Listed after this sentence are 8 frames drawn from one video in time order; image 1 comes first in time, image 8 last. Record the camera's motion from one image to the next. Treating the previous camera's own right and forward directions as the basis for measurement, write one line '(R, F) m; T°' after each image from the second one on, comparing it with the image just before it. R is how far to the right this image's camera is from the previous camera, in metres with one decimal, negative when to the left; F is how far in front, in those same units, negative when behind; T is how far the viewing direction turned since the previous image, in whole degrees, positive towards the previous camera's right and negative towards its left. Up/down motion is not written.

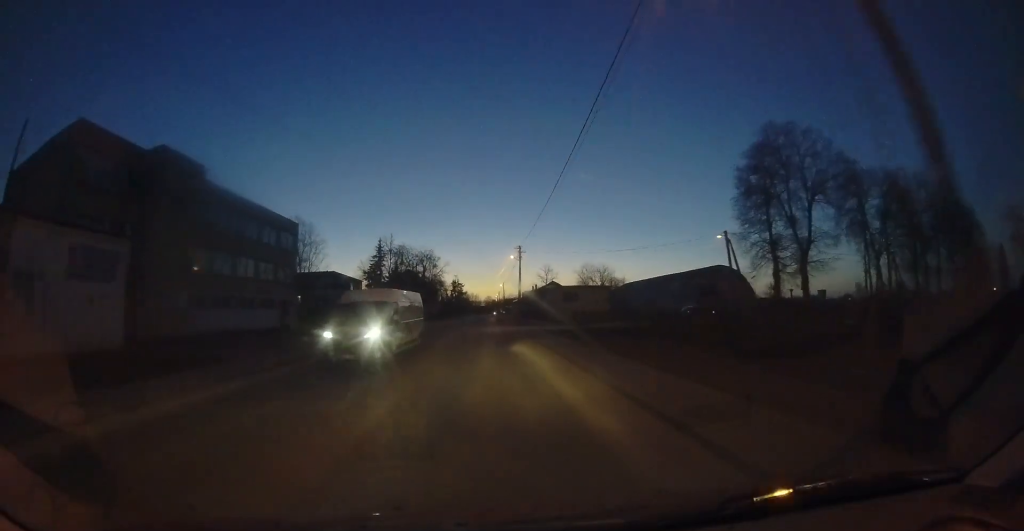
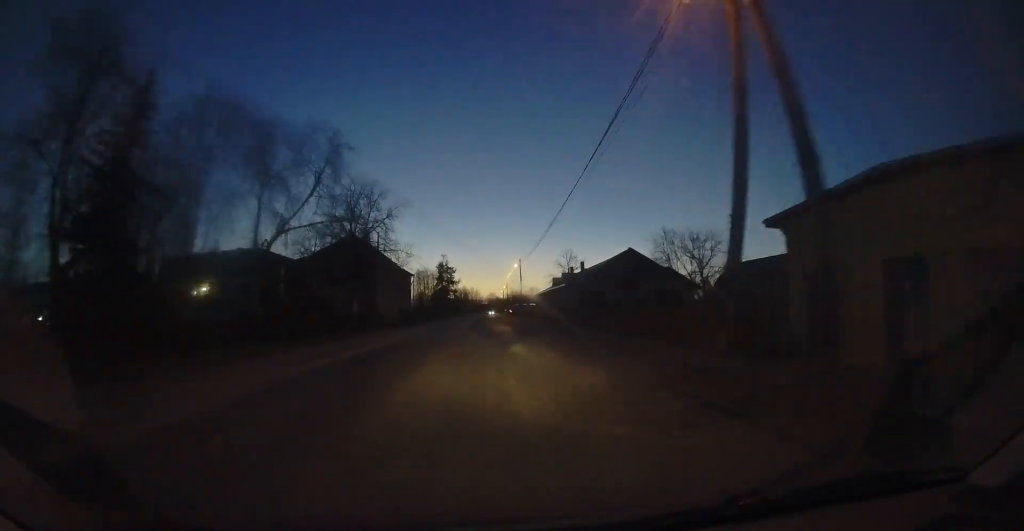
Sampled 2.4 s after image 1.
(-0.1, +36.1) m; -1°
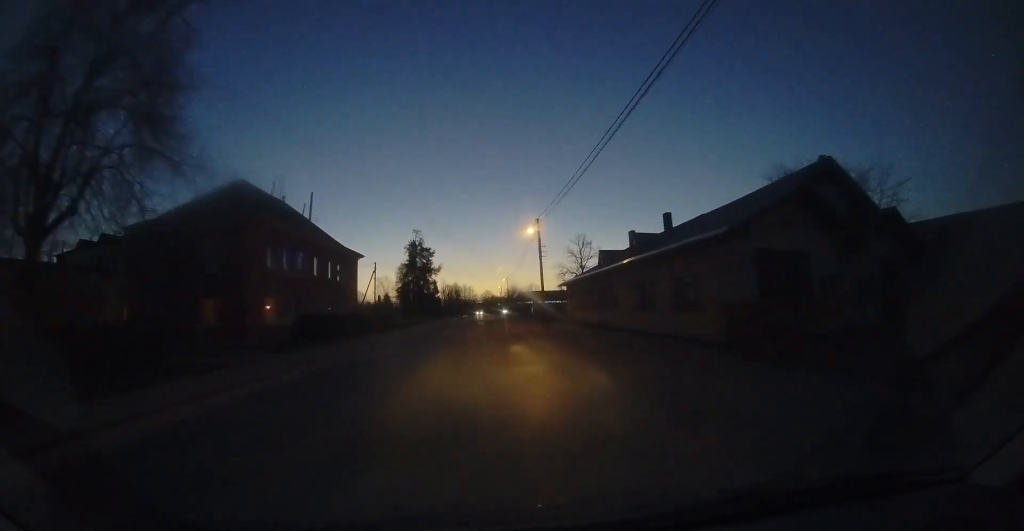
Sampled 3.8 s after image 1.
(0.0, +22.2) m; -1°
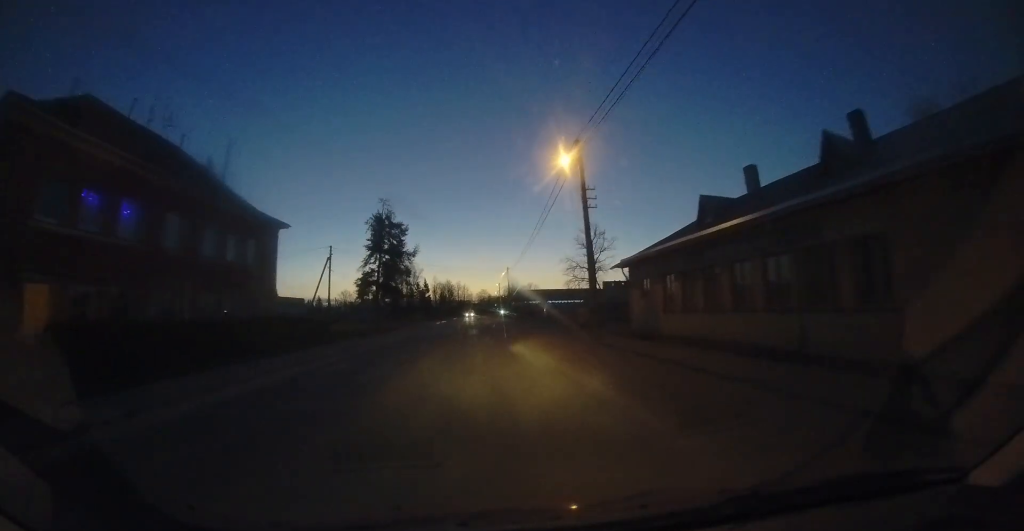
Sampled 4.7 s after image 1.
(-0.4, +14.0) m; +1°
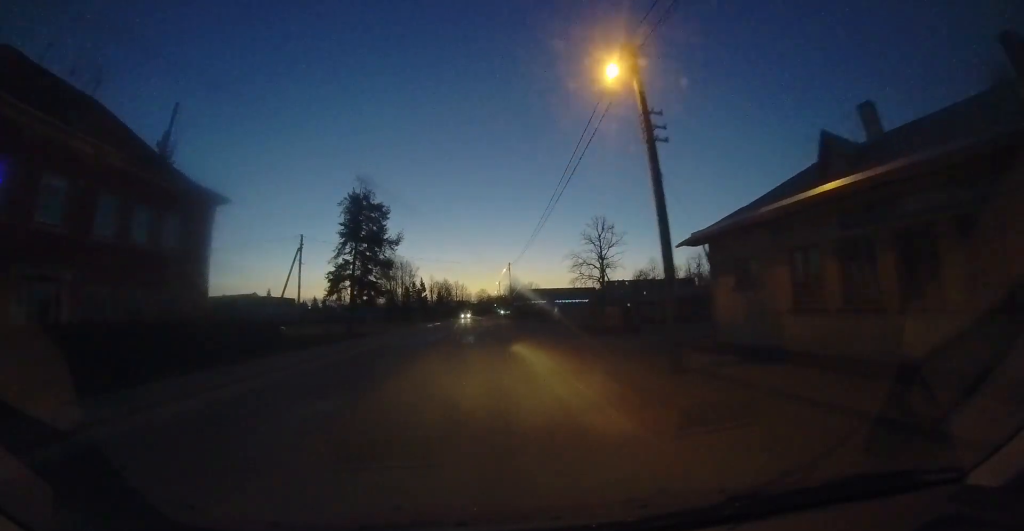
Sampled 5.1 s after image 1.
(+0.3, +6.0) m; +1°
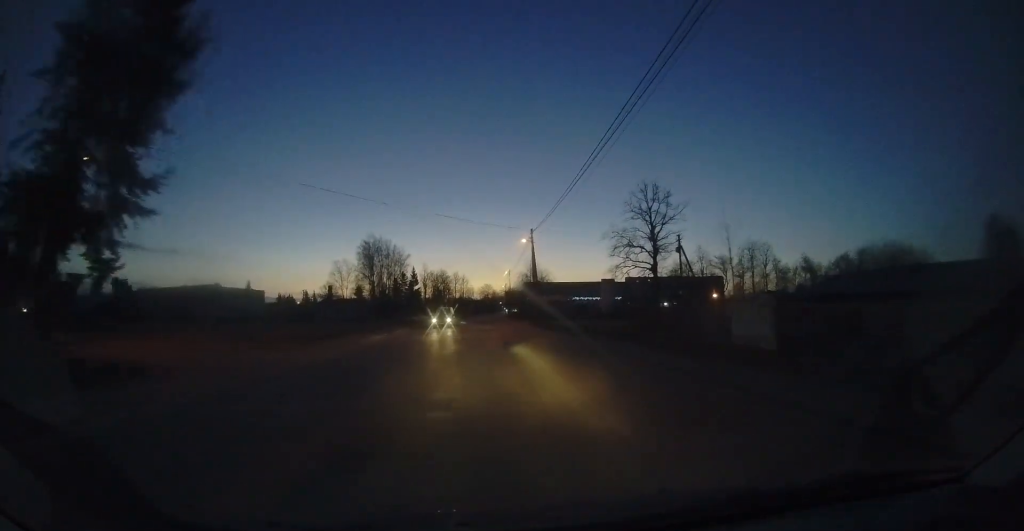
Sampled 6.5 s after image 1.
(+0.6, +21.3) m; 0°
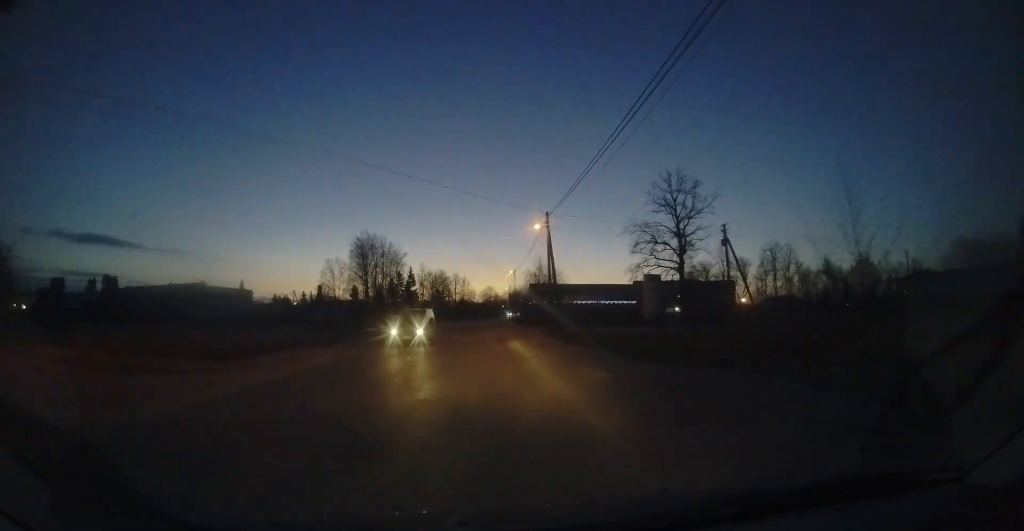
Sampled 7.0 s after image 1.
(-0.1, +6.7) m; 0°
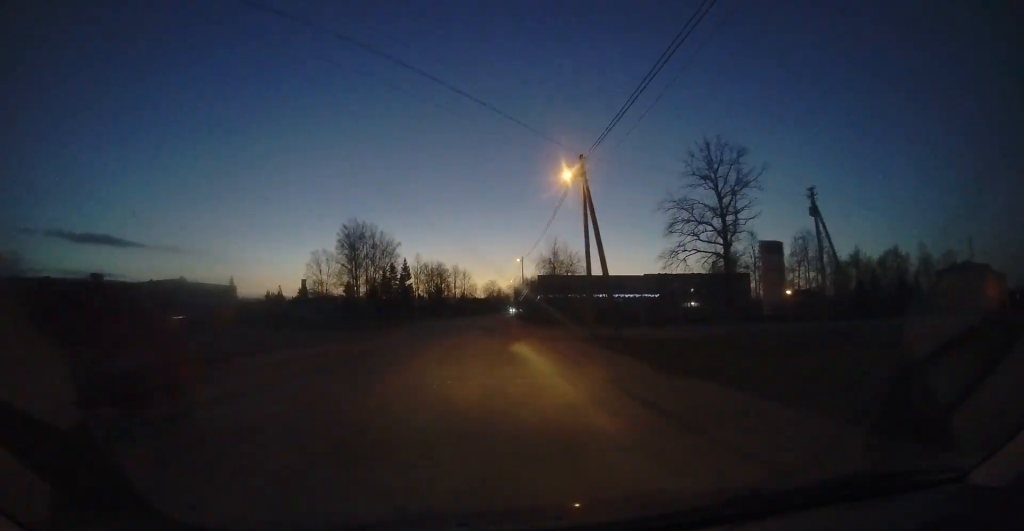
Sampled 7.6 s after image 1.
(-0.2, +9.1) m; 0°
